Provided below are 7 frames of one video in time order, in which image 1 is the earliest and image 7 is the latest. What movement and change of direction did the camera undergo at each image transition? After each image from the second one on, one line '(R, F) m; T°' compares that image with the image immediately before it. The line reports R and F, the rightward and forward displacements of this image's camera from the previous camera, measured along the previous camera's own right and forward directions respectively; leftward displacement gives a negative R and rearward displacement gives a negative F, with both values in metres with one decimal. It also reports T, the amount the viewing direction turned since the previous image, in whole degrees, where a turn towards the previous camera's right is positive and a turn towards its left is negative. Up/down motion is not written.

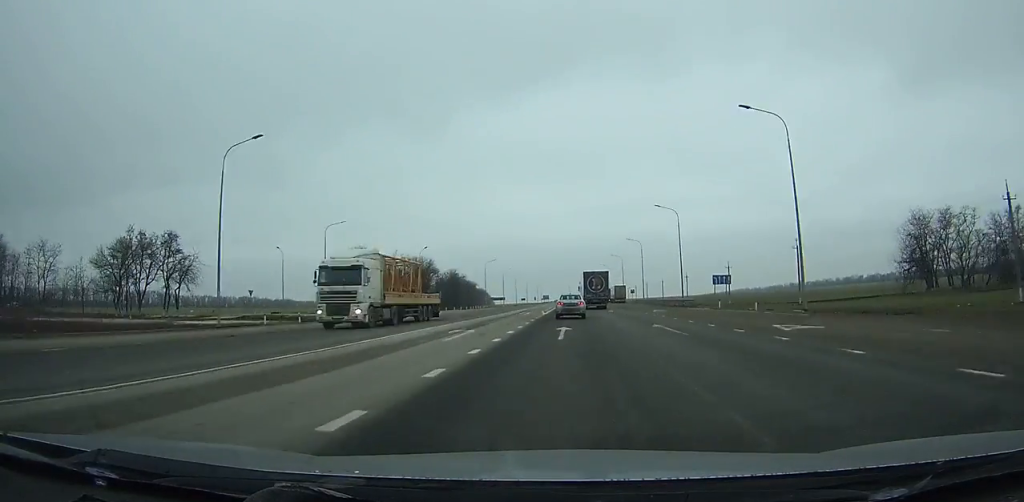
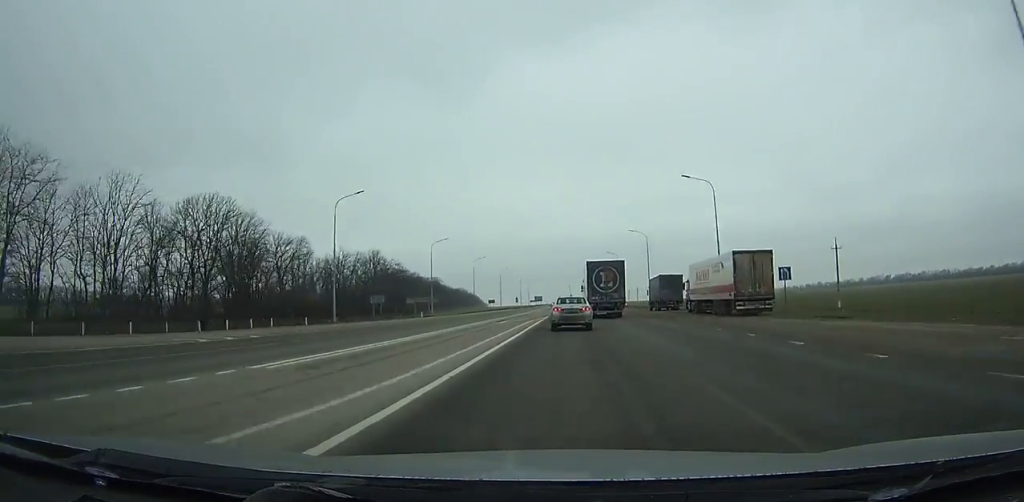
(-0.2, +96.9) m; 0°
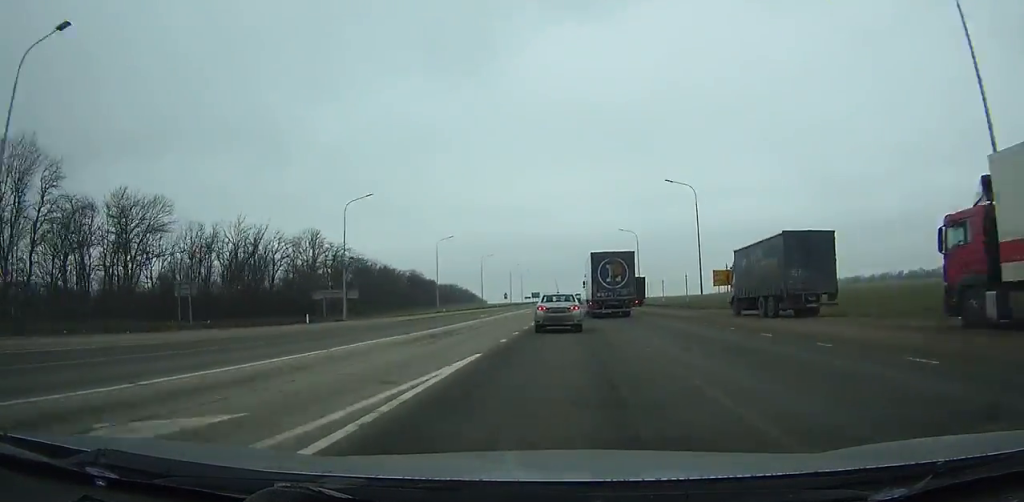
(-0.1, +37.3) m; 0°
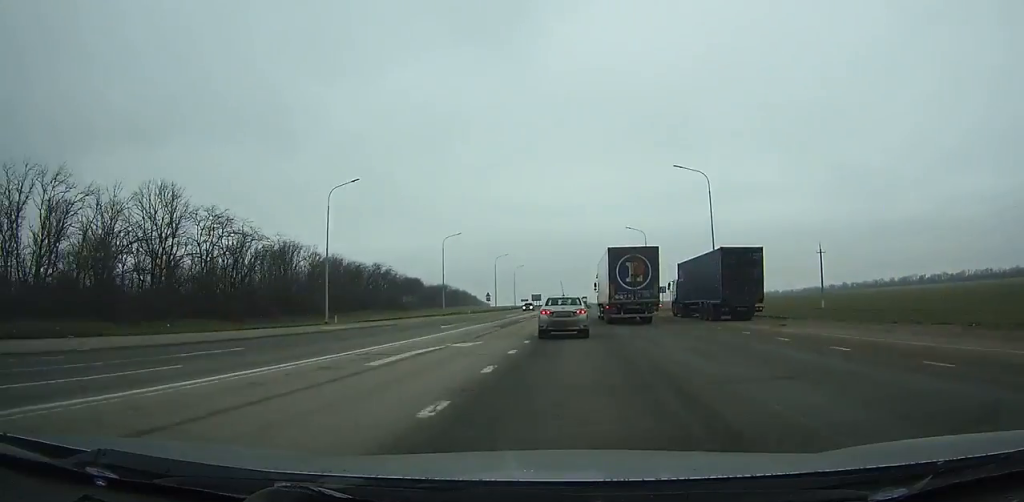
(-0.1, +47.6) m; 0°
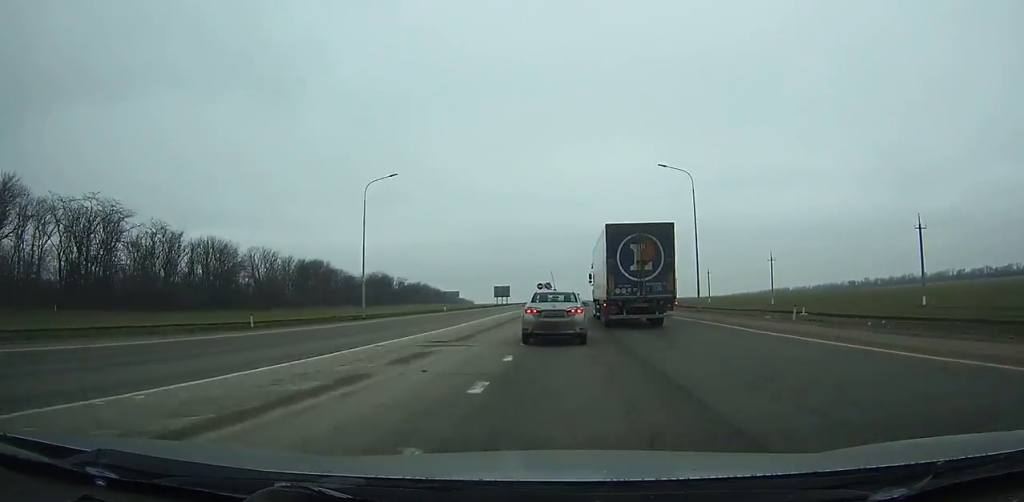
(+0.9, +117.3) m; +1°
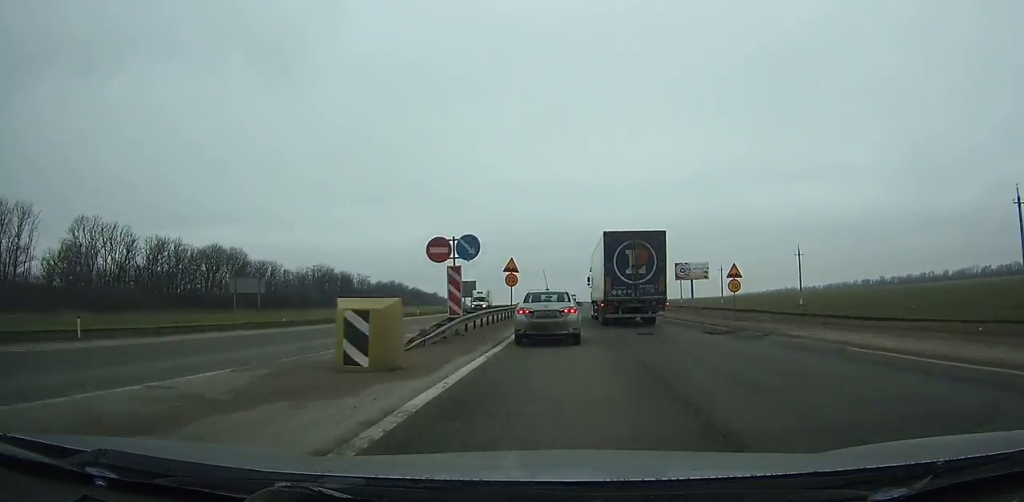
(+0.3, +65.2) m; 0°
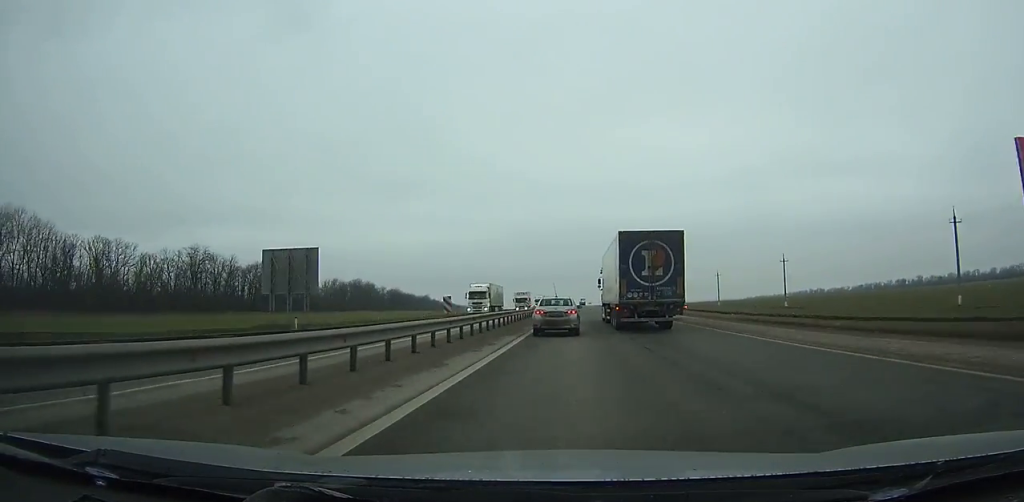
(-0.6, +87.9) m; -1°
